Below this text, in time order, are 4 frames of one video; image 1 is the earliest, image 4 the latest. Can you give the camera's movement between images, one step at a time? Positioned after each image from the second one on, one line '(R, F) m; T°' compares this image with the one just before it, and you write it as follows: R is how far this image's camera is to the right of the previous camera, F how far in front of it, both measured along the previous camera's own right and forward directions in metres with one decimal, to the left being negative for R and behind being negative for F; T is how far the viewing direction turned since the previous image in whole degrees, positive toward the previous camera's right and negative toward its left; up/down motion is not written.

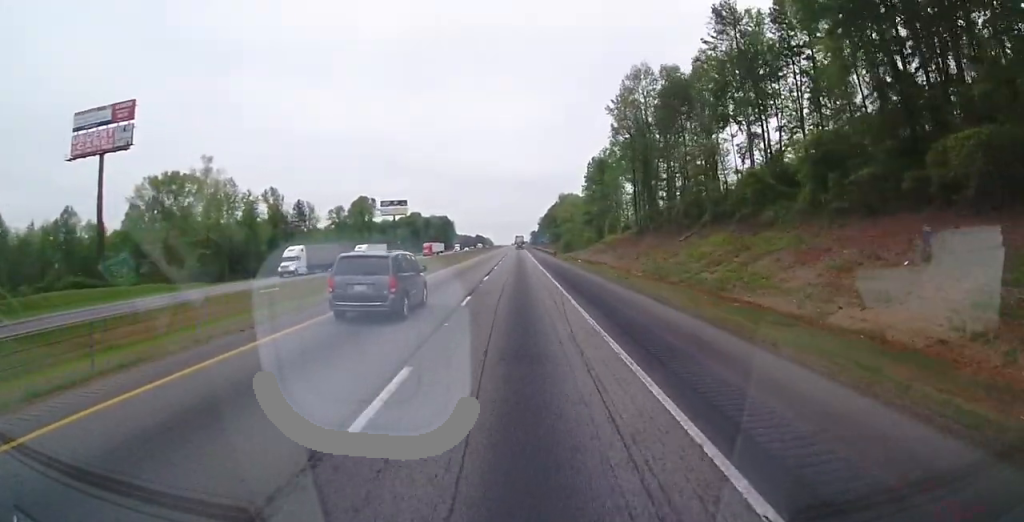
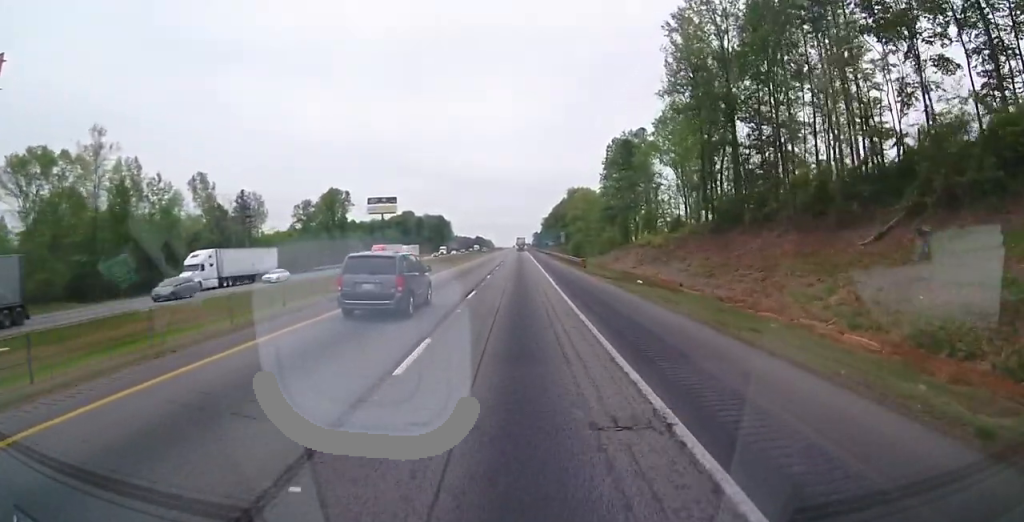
(-0.2, +33.7) m; 0°
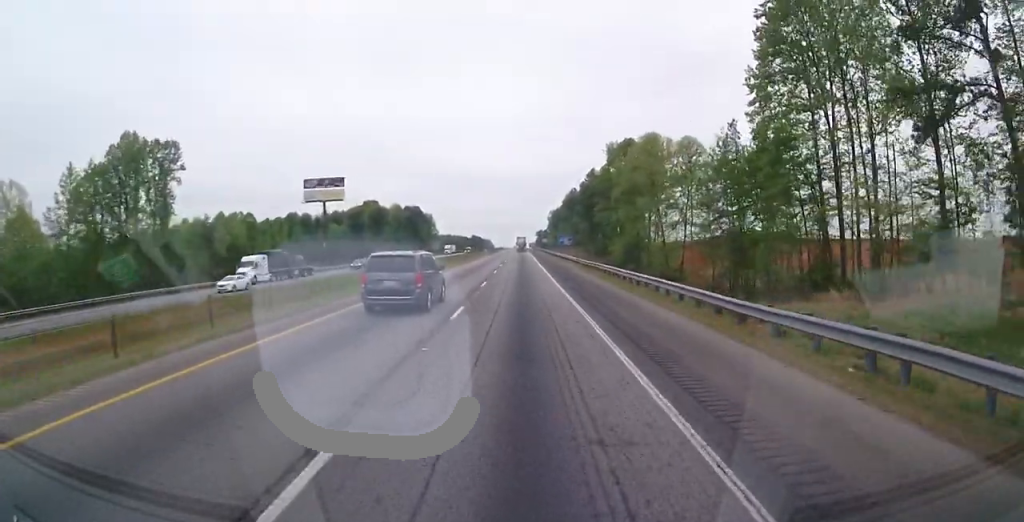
(+0.5, +92.0) m; 0°
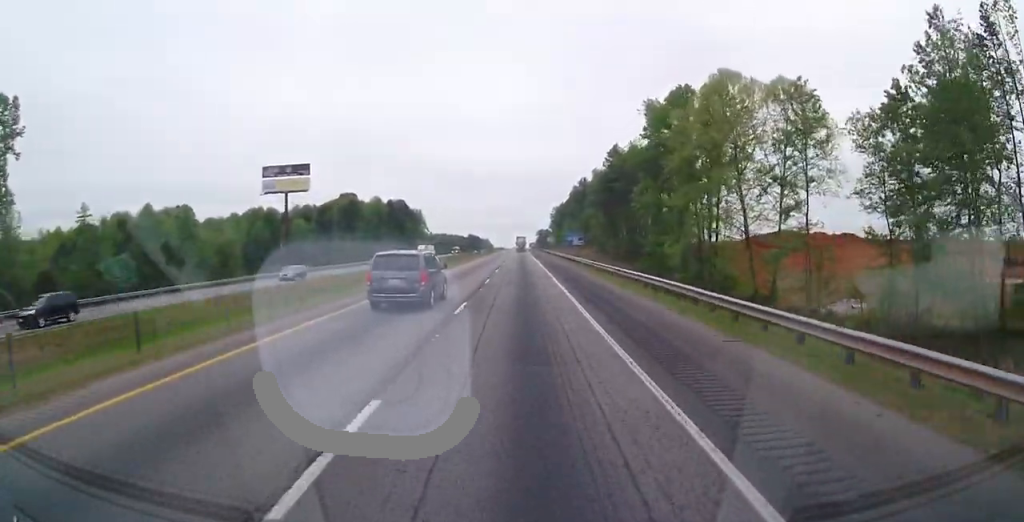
(0.0, +35.5) m; 0°
